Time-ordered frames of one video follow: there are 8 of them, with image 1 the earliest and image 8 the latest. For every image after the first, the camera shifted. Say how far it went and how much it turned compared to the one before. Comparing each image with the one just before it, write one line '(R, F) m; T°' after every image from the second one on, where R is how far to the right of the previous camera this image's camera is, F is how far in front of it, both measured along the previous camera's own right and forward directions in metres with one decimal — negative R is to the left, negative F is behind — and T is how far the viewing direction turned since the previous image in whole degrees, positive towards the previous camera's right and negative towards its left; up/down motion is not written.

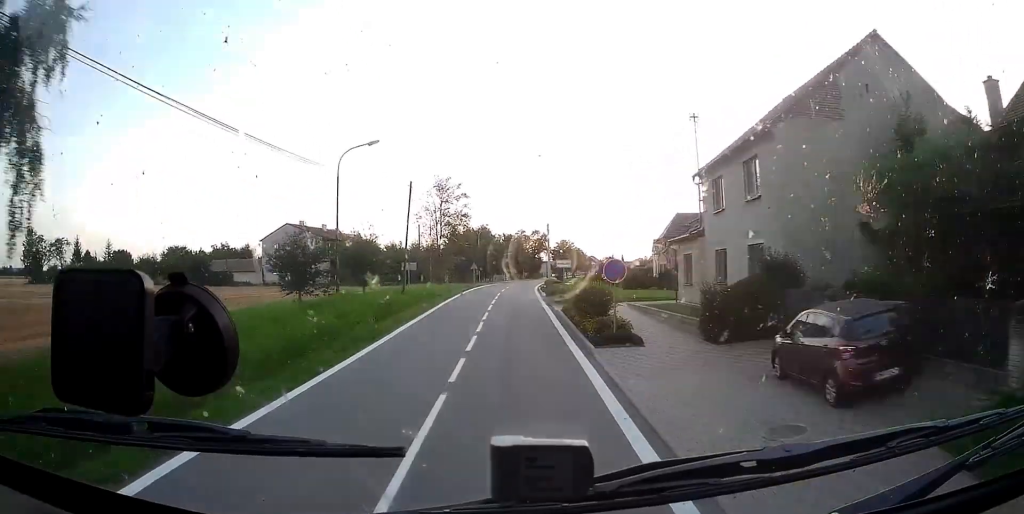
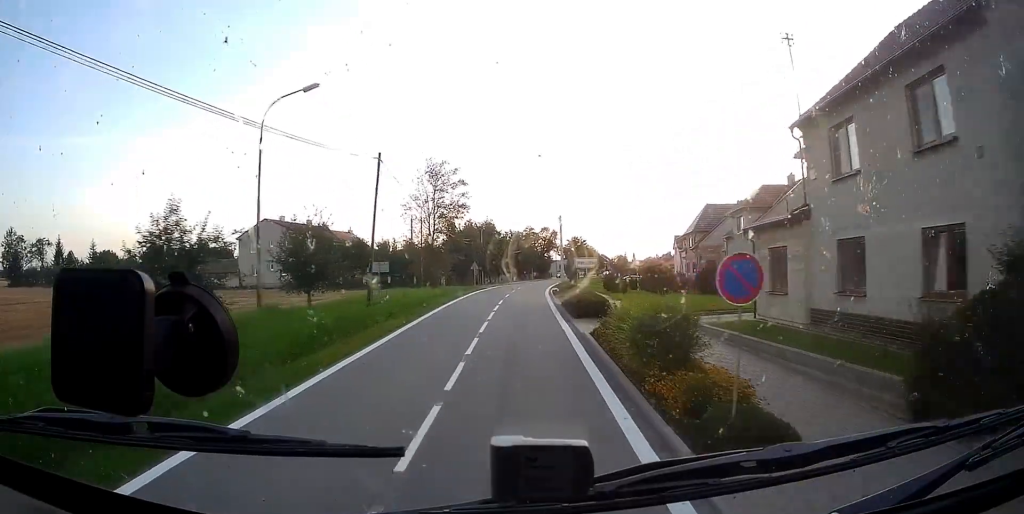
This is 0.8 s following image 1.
(-0.4, +10.4) m; 0°
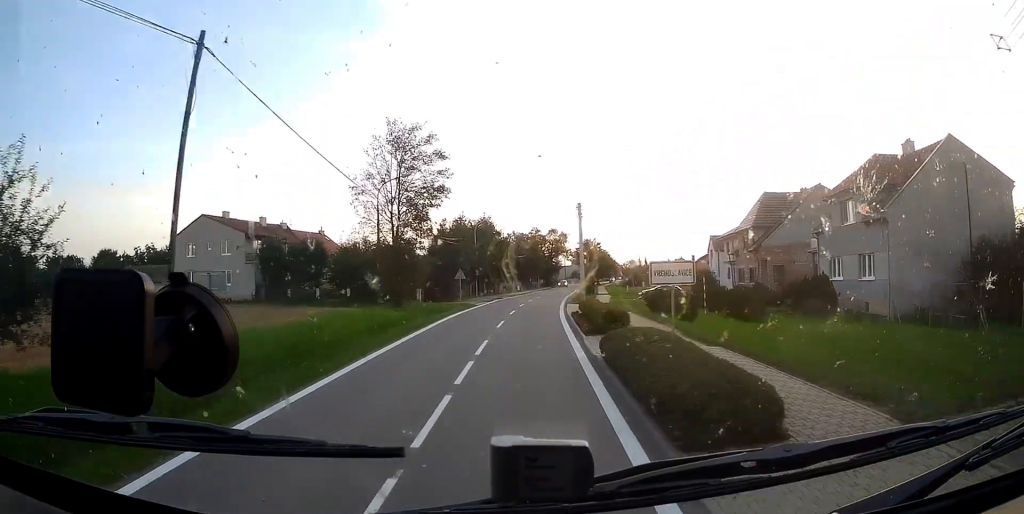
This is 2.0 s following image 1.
(+0.4, +17.8) m; 0°
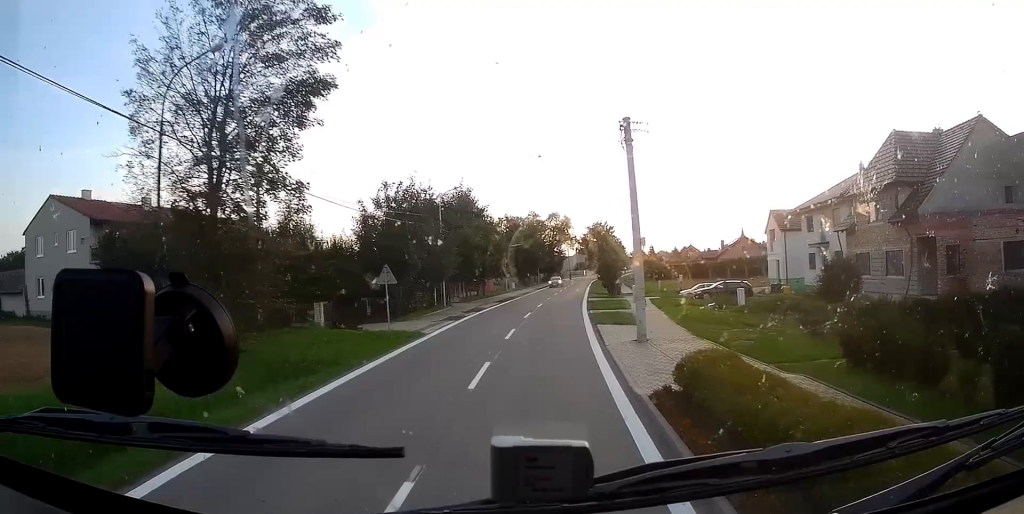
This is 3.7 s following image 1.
(+0.1, +22.9) m; +2°
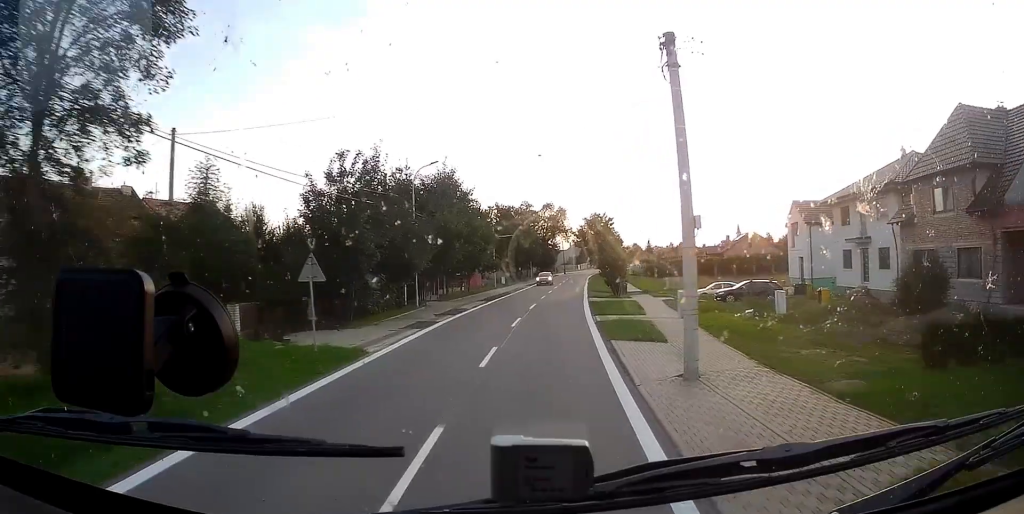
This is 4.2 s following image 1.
(0.0, +7.3) m; 0°
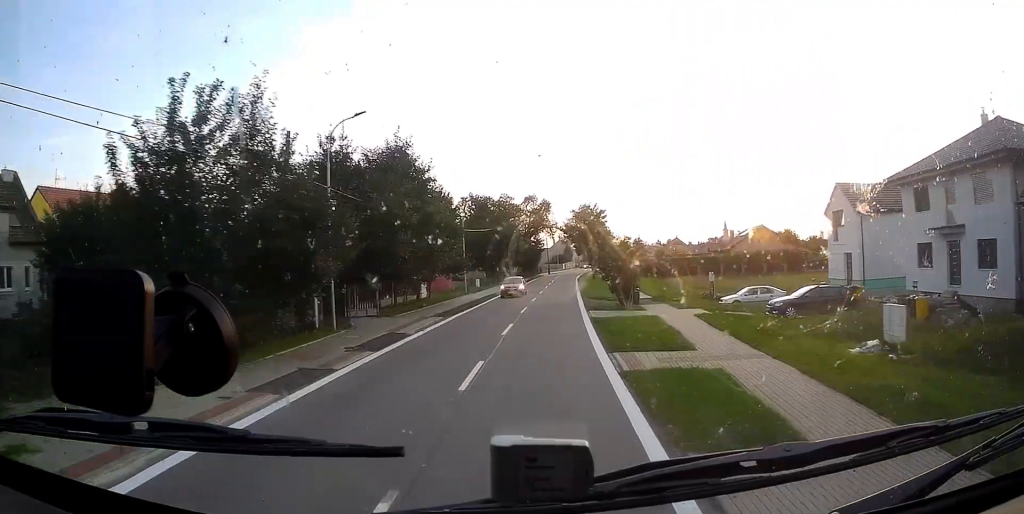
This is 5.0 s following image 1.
(0.0, +11.8) m; 0°
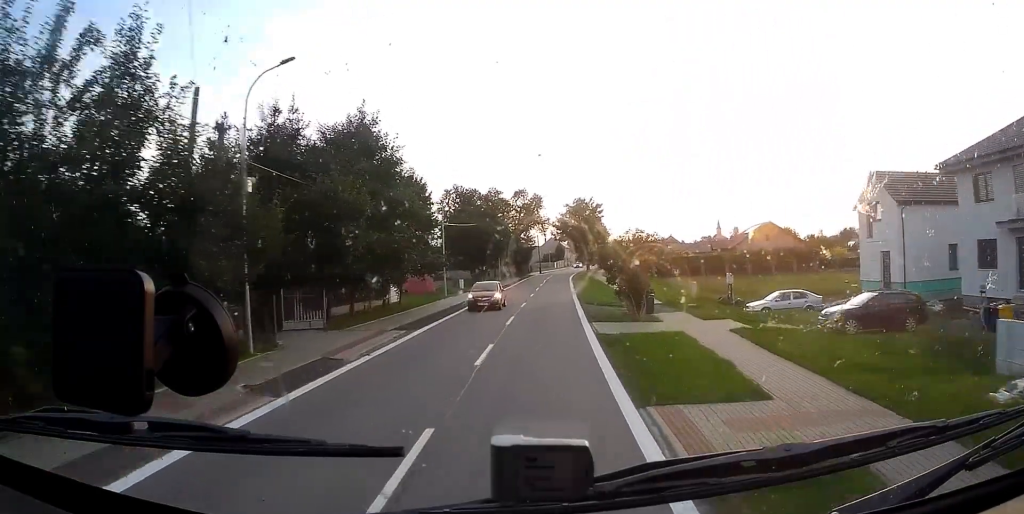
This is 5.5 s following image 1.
(0.0, +6.2) m; 0°
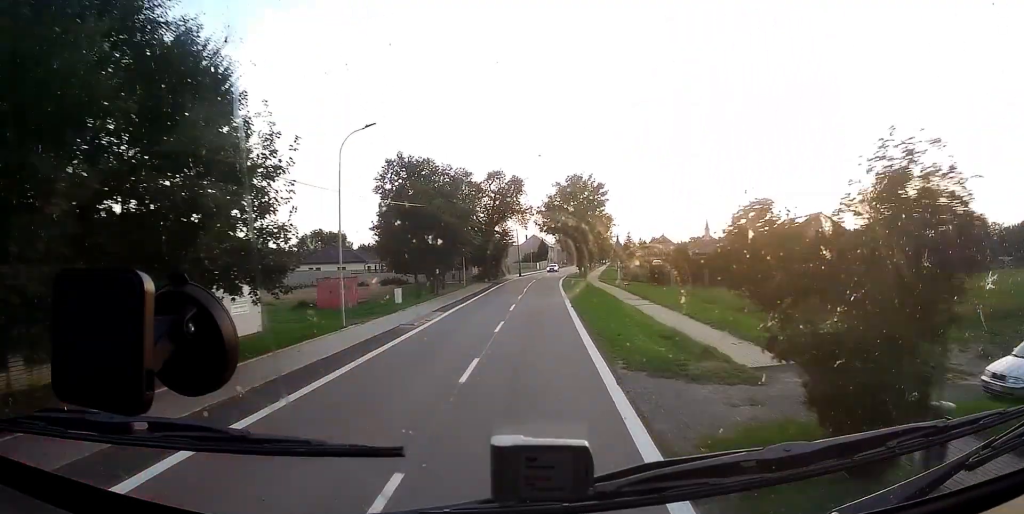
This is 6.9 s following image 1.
(0.0, +20.4) m; 0°
